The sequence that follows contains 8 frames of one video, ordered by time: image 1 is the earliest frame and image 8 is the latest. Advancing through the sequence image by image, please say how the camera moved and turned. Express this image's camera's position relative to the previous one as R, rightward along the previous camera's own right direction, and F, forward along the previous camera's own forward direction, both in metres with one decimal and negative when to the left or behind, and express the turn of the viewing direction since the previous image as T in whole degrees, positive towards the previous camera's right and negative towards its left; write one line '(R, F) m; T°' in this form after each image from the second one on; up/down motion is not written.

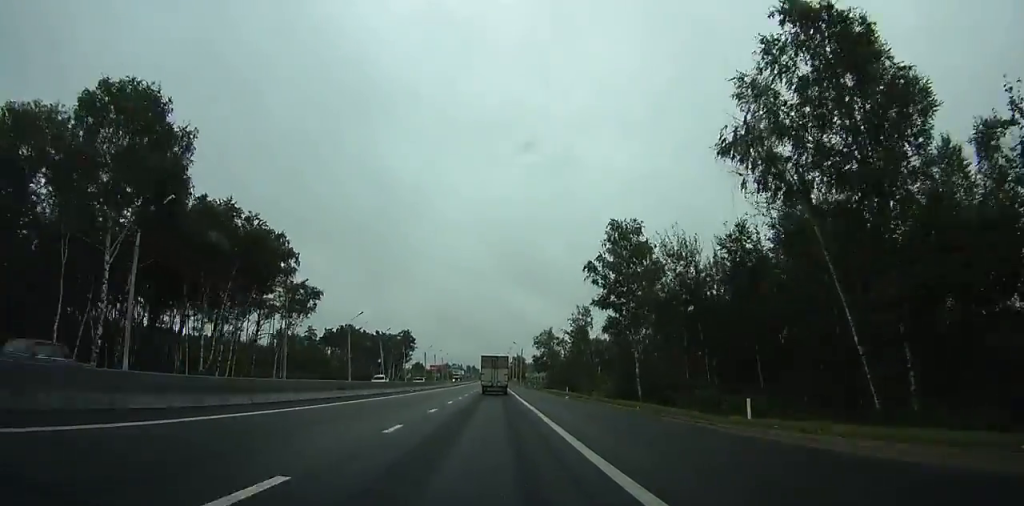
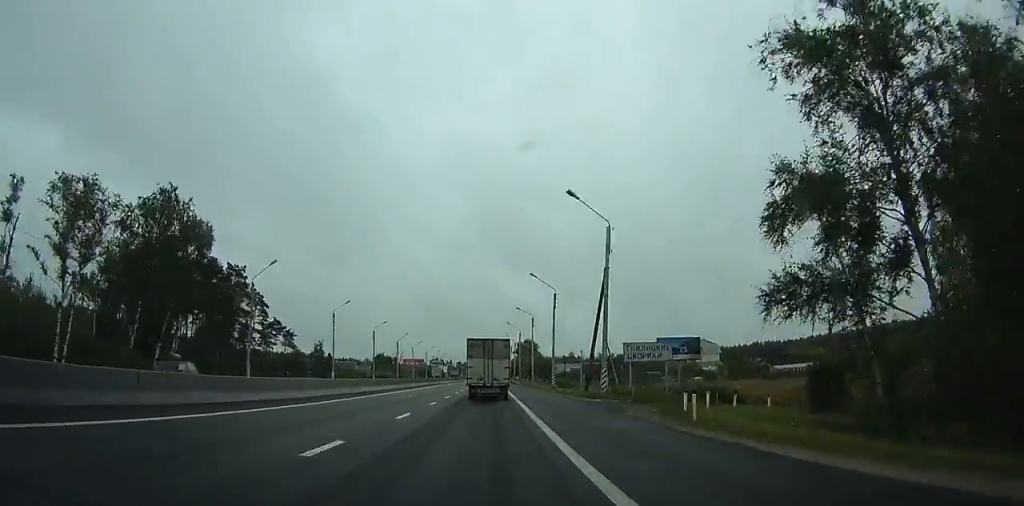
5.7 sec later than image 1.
(+0.1, +125.6) m; 0°
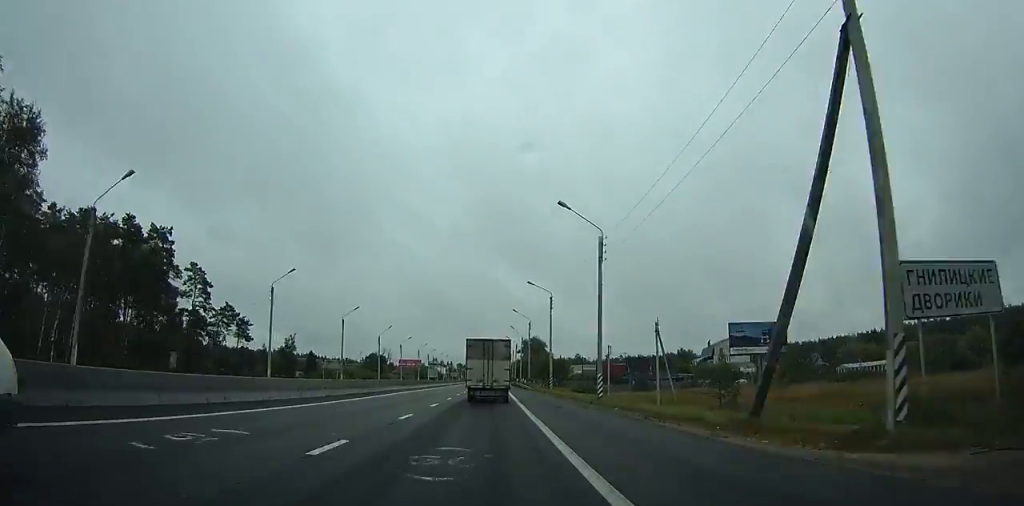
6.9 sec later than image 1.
(0.0, +25.9) m; 0°
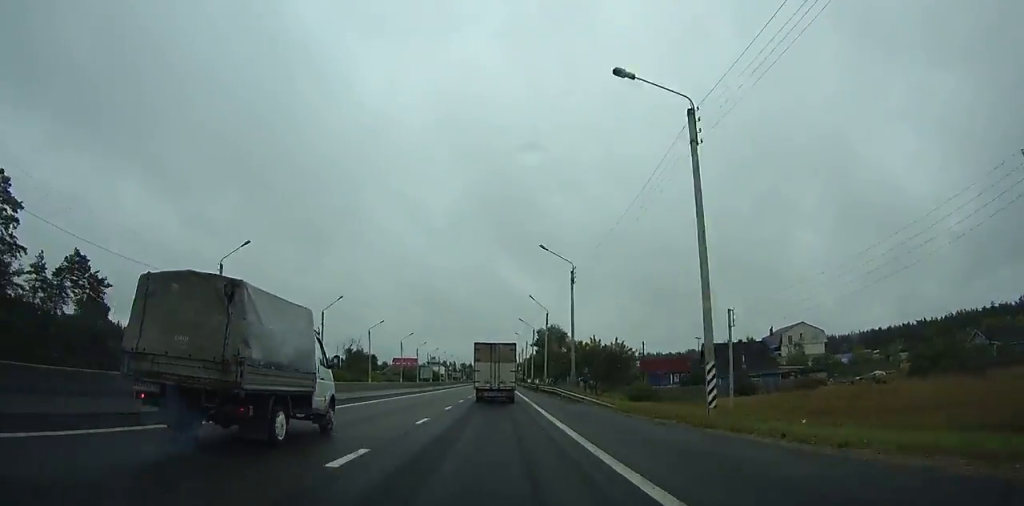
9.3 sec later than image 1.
(-0.2, +45.5) m; 0°
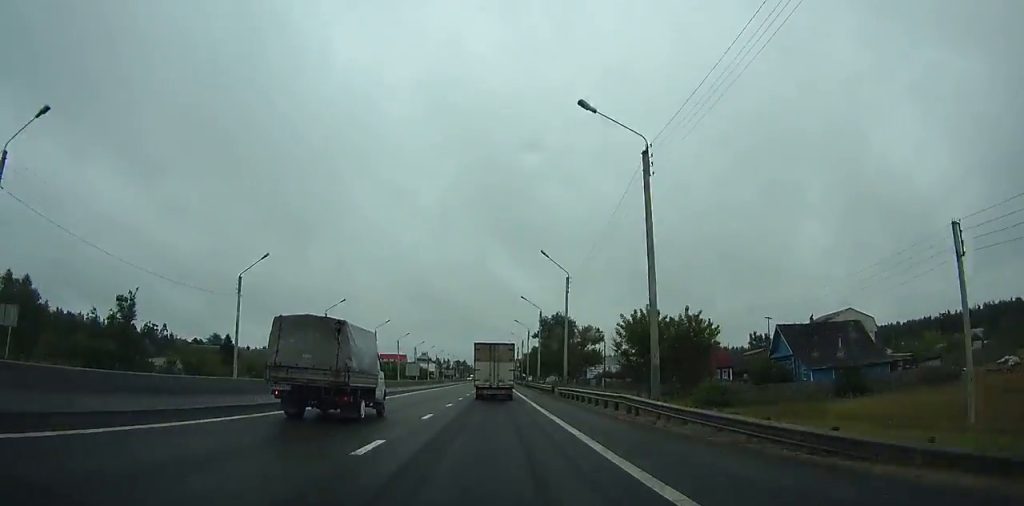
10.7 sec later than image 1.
(0.0, +24.8) m; 0°
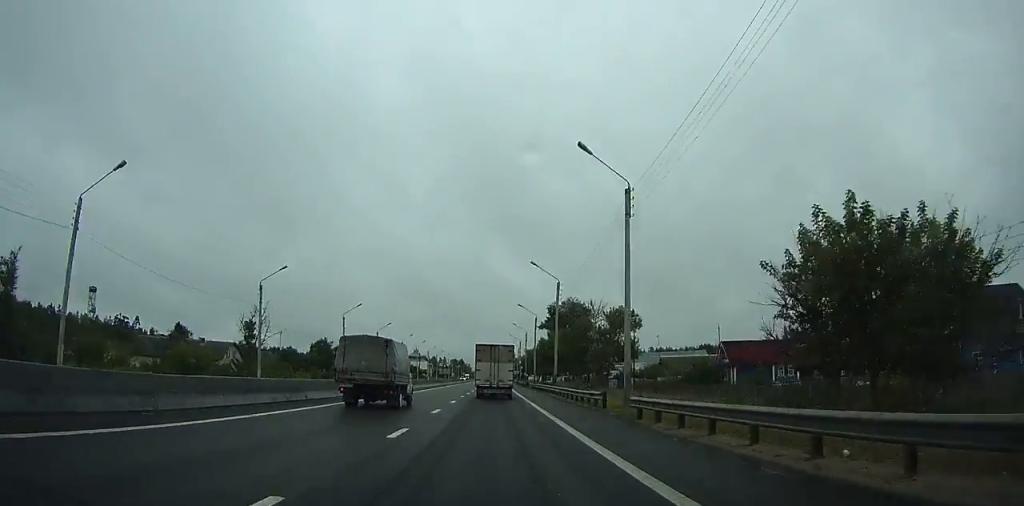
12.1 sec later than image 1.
(0.0, +22.7) m; 0°
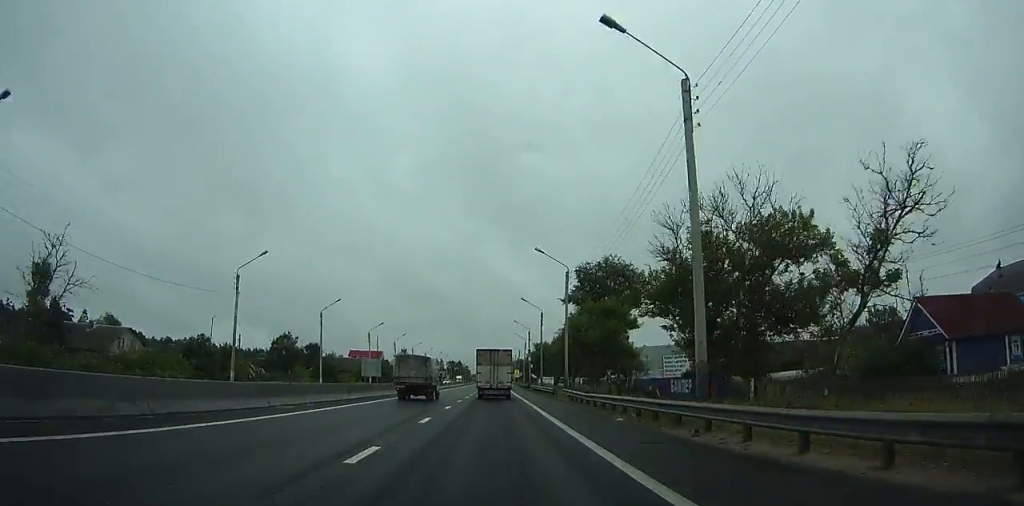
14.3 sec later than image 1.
(+0.1, +37.6) m; 0°
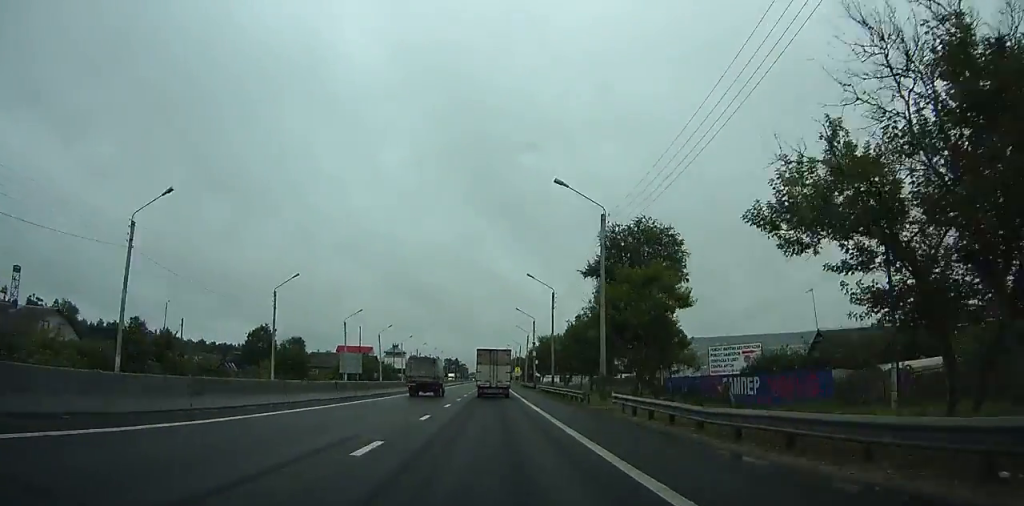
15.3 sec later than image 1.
(0.0, +16.7) m; 0°
